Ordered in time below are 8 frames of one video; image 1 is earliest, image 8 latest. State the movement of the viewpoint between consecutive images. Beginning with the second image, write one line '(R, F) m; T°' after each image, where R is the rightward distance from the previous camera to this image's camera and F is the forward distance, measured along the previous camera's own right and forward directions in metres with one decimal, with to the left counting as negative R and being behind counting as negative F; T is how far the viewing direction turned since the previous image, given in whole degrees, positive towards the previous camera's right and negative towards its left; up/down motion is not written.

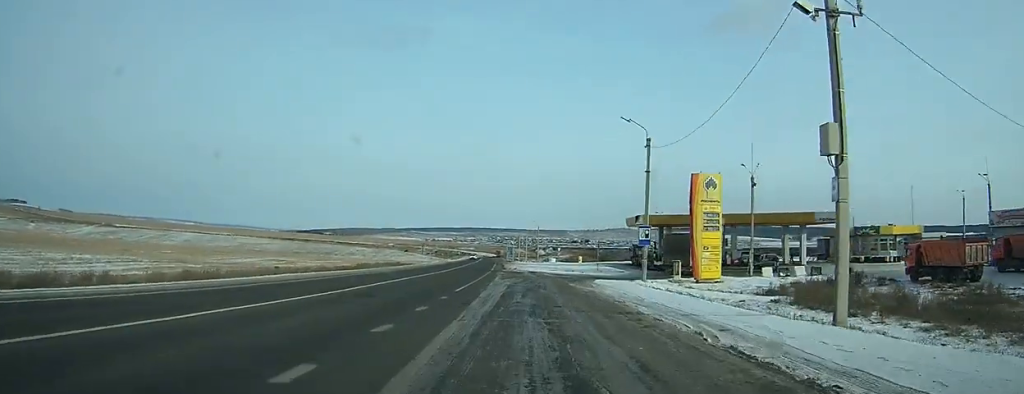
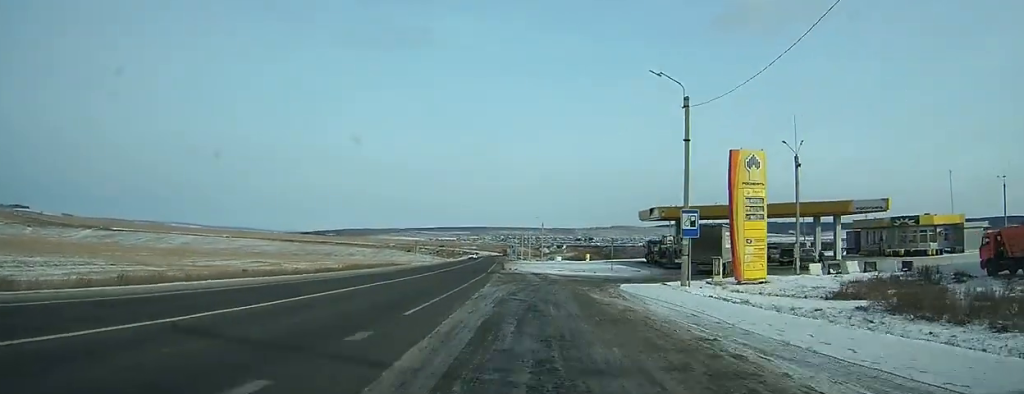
(0.0, +8.2) m; 0°
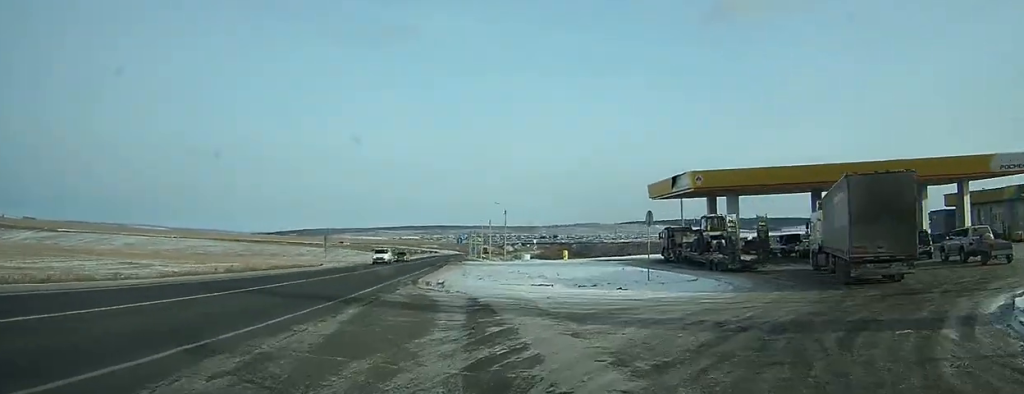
(-1.3, +28.9) m; +5°
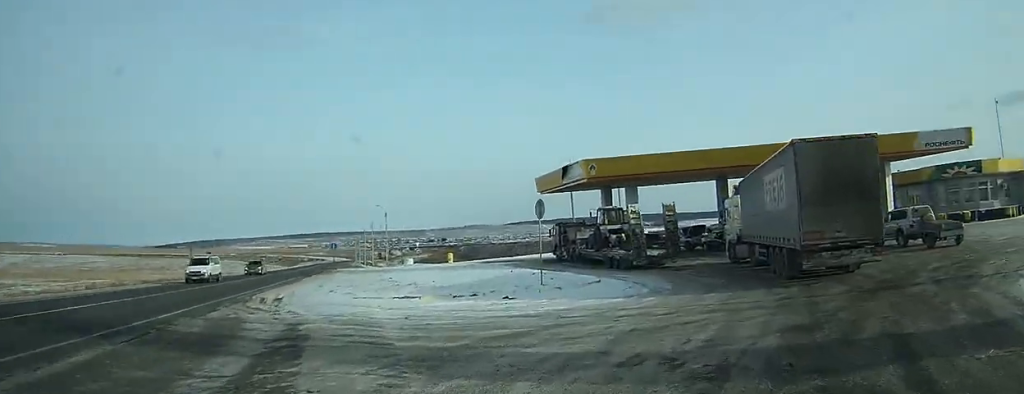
(-1.7, +5.9) m; +12°
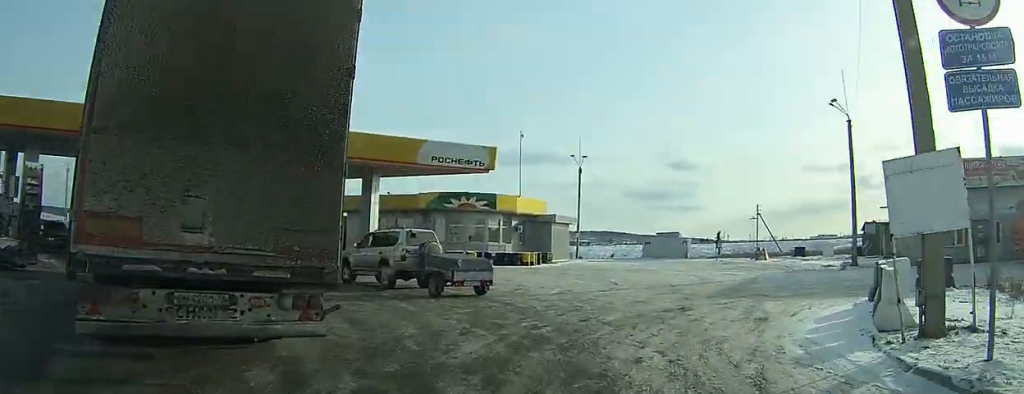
(+7.8, +8.6) m; +50°
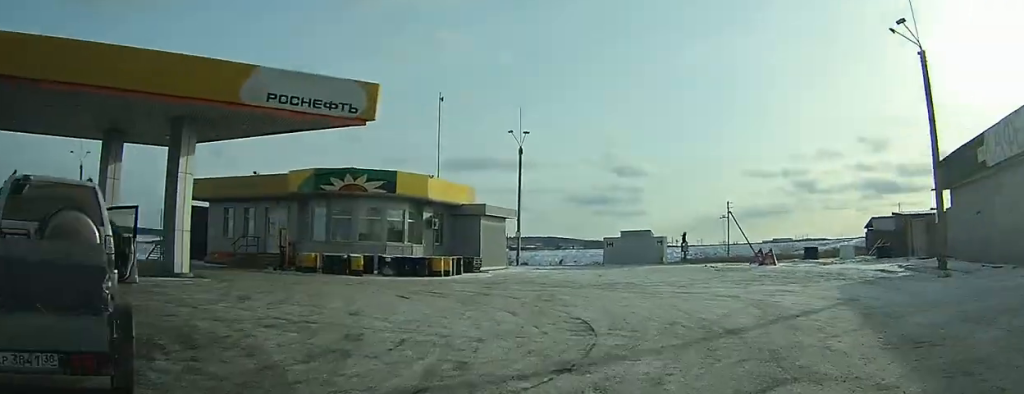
(+0.7, +10.2) m; 0°
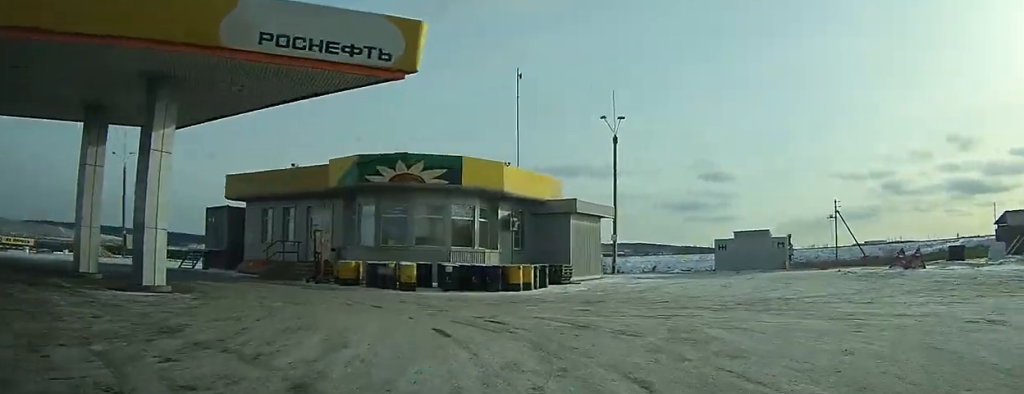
(-0.2, +4.7) m; -2°
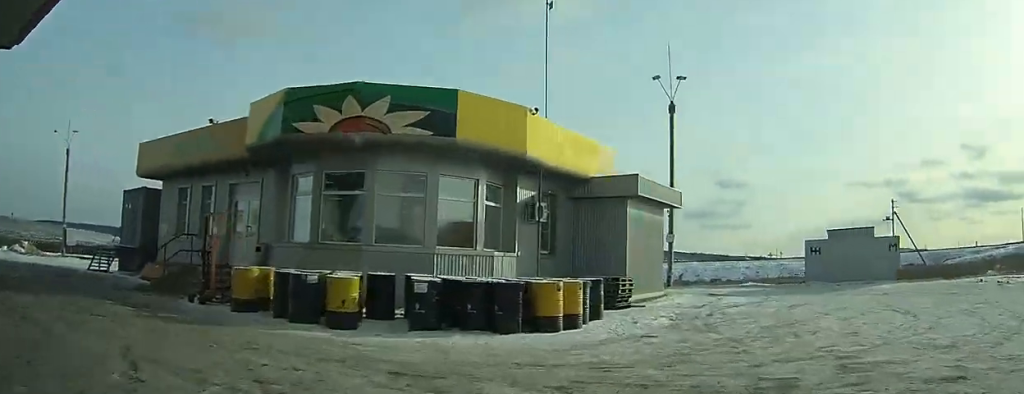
(0.0, +7.2) m; +3°
